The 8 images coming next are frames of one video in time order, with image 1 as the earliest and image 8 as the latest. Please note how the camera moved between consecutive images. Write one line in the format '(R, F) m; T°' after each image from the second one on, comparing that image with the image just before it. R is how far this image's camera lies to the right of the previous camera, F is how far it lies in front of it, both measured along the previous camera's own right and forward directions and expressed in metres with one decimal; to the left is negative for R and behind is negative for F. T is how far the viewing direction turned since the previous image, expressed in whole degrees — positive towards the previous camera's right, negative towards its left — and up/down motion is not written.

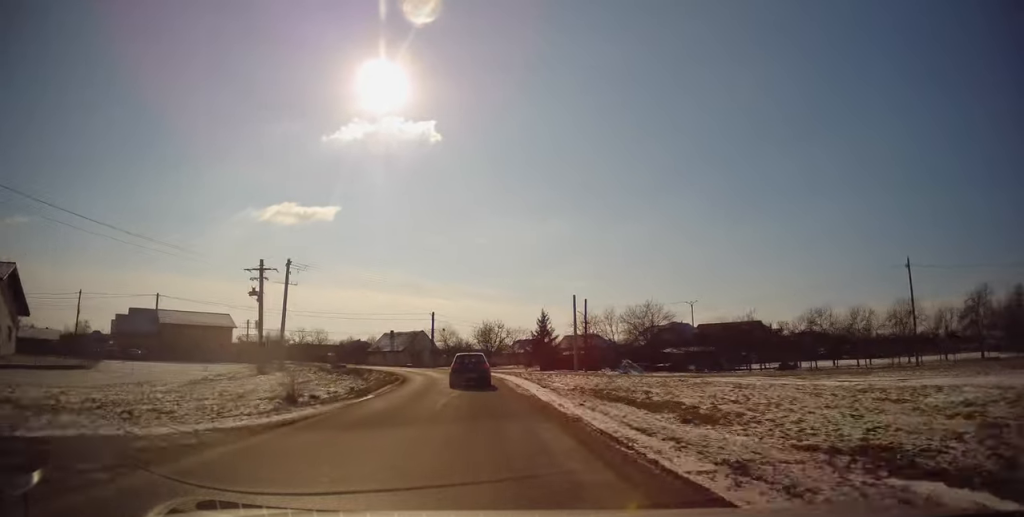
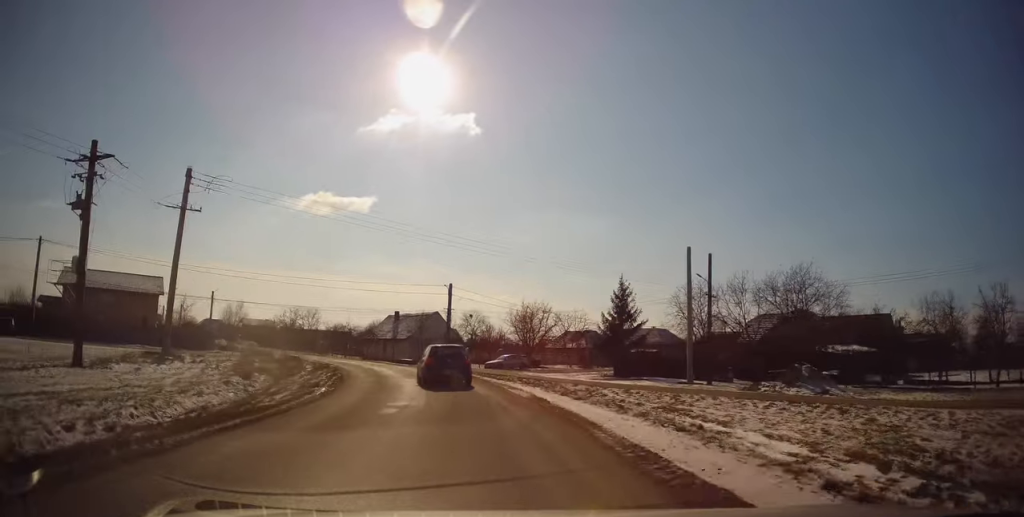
(0.0, +26.7) m; -3°
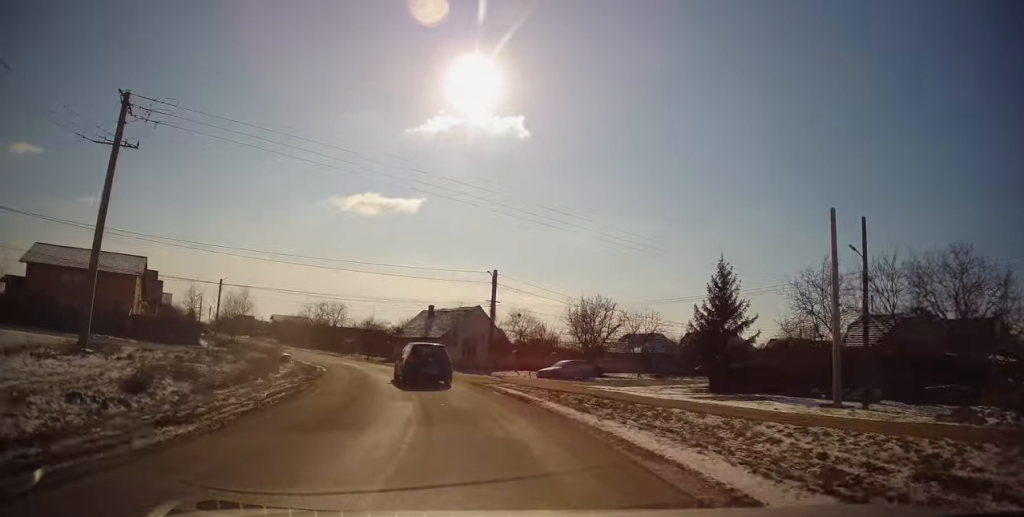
(-0.5, +11.9) m; -5°
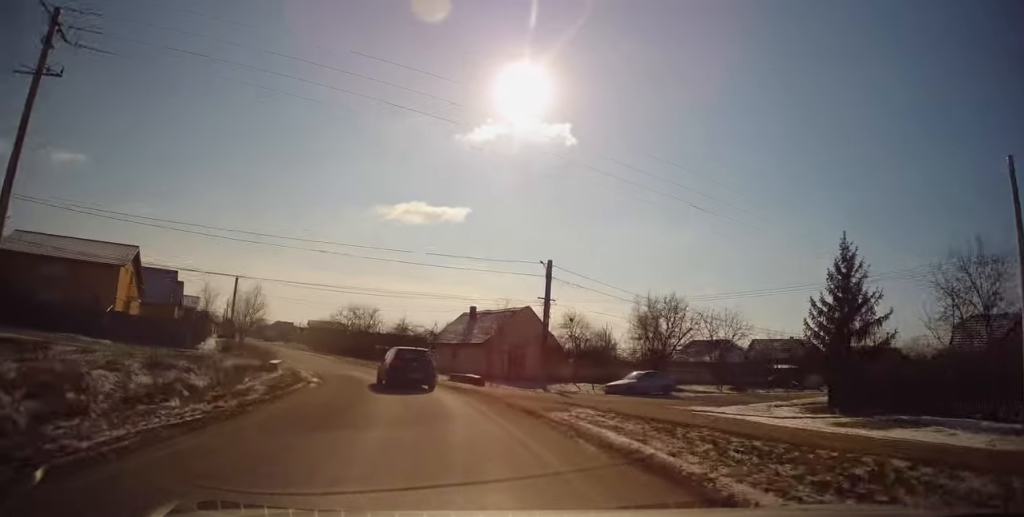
(-0.2, +8.8) m; -4°
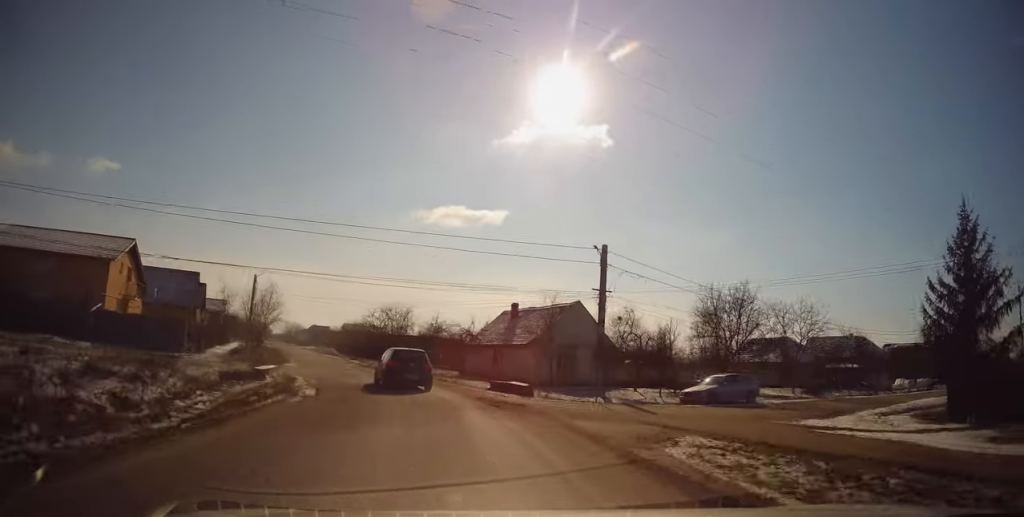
(-0.2, +5.9) m; -4°
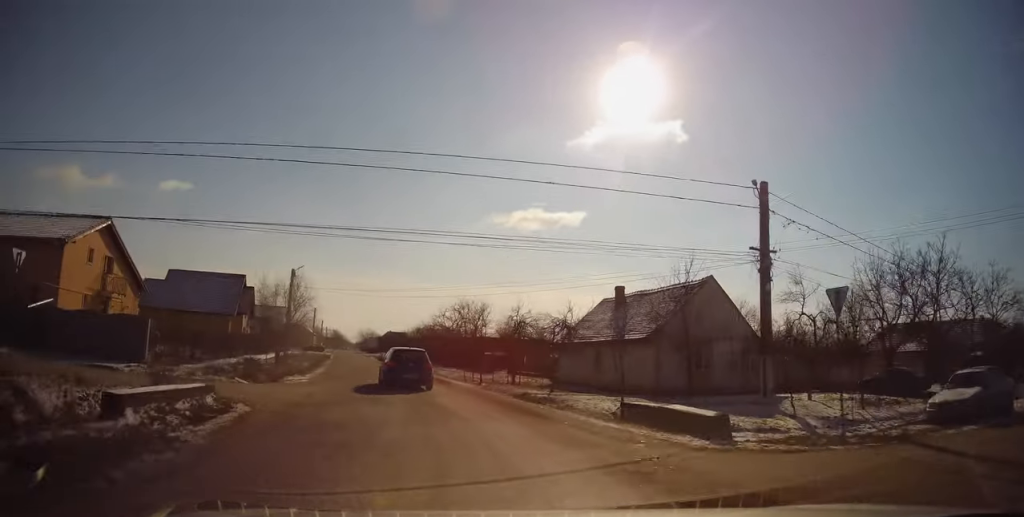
(-0.6, +11.2) m; -8°
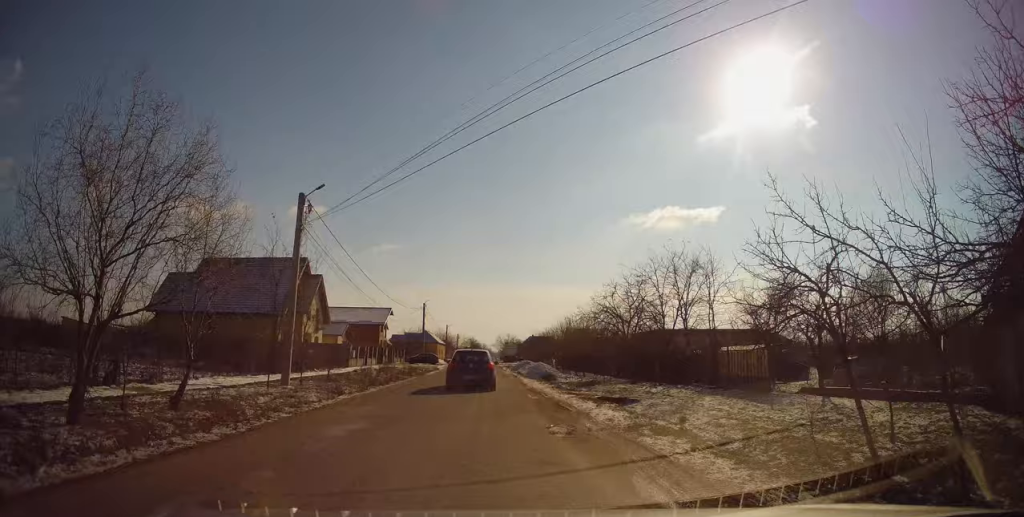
(-3.9, +25.9) m; -13°
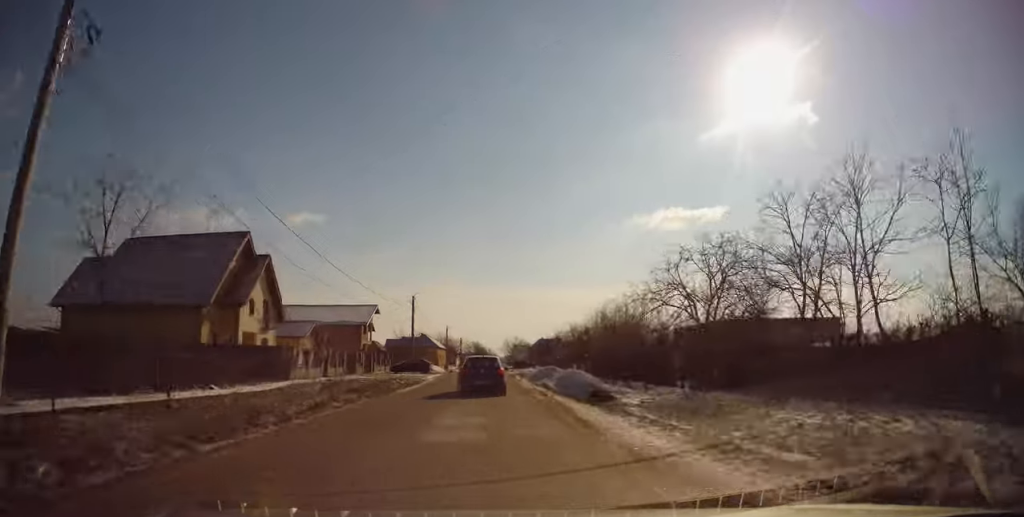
(-0.4, +14.7) m; -2°
